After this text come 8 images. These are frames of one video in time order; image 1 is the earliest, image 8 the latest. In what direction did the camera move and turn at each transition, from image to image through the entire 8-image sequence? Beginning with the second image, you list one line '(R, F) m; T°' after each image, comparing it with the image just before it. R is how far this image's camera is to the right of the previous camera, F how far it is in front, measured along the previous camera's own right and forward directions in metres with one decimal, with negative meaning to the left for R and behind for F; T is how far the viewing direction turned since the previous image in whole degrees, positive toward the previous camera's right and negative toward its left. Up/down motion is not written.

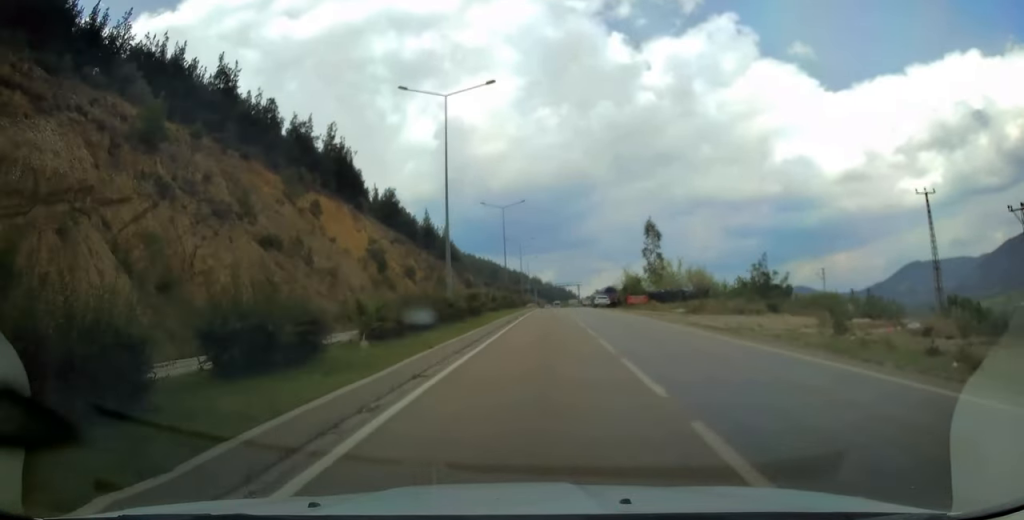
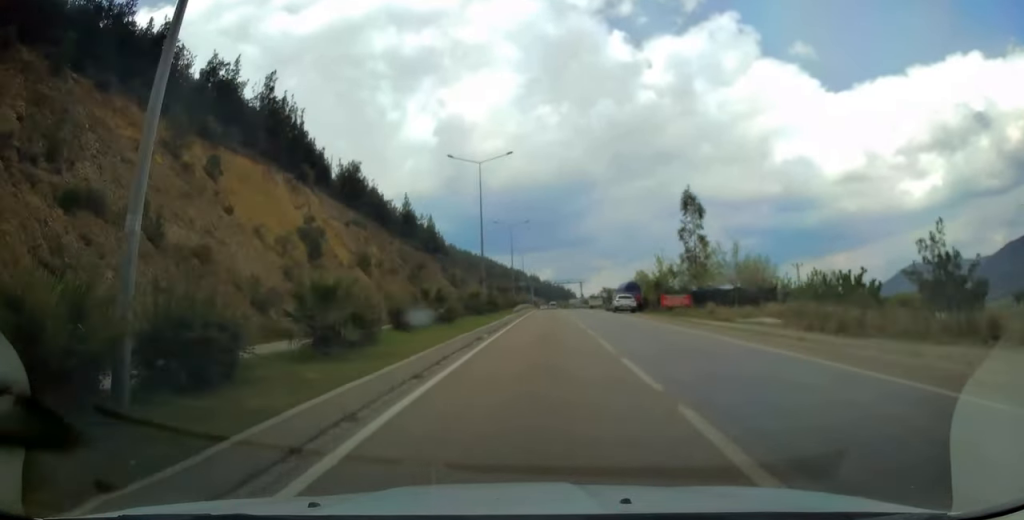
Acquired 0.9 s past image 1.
(0.0, +21.7) m; 0°
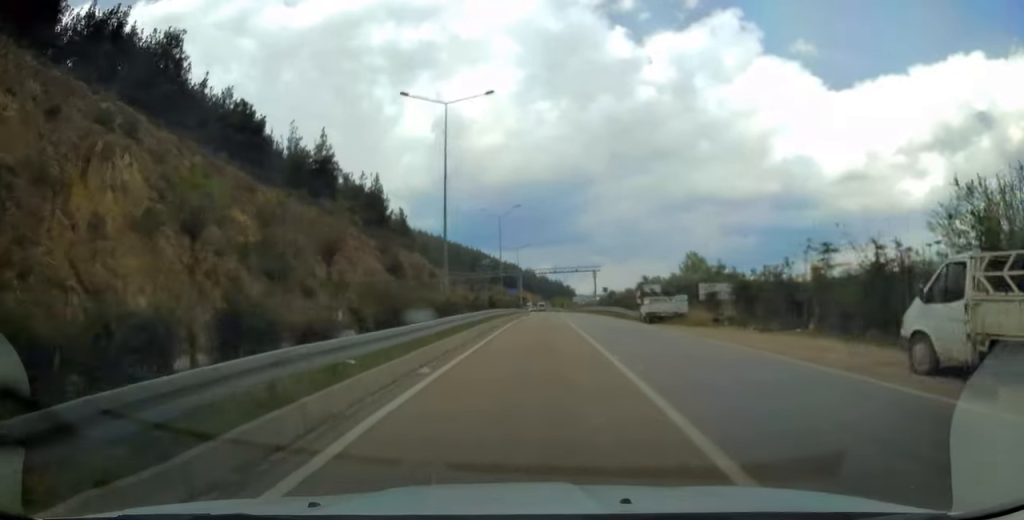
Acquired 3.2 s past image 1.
(+0.4, +52.5) m; 0°
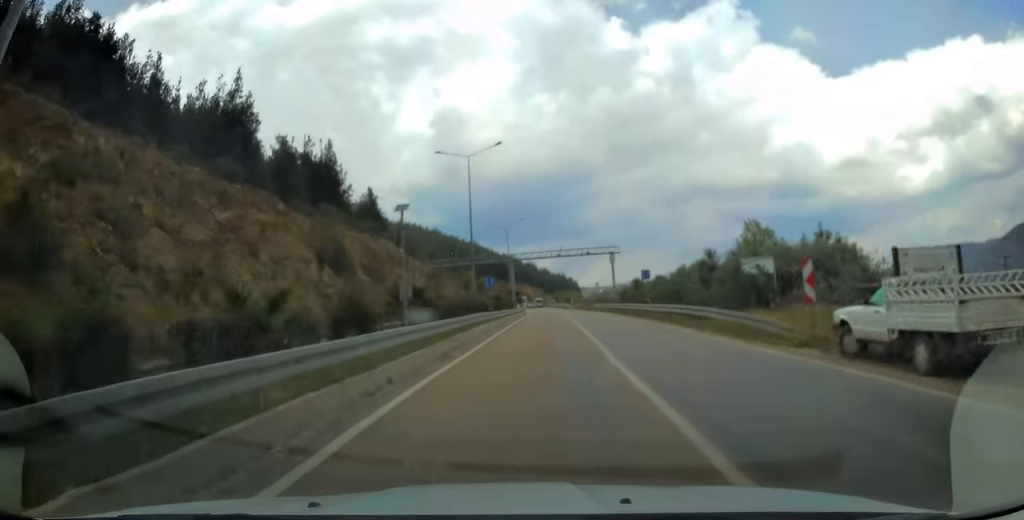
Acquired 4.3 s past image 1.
(-0.2, +26.3) m; 0°
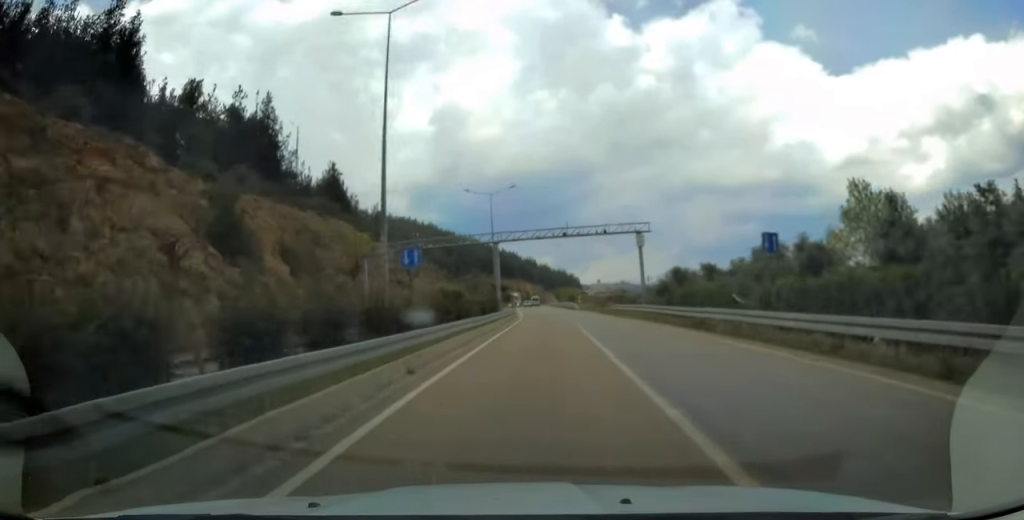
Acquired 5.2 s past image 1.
(+0.1, +22.6) m; 0°
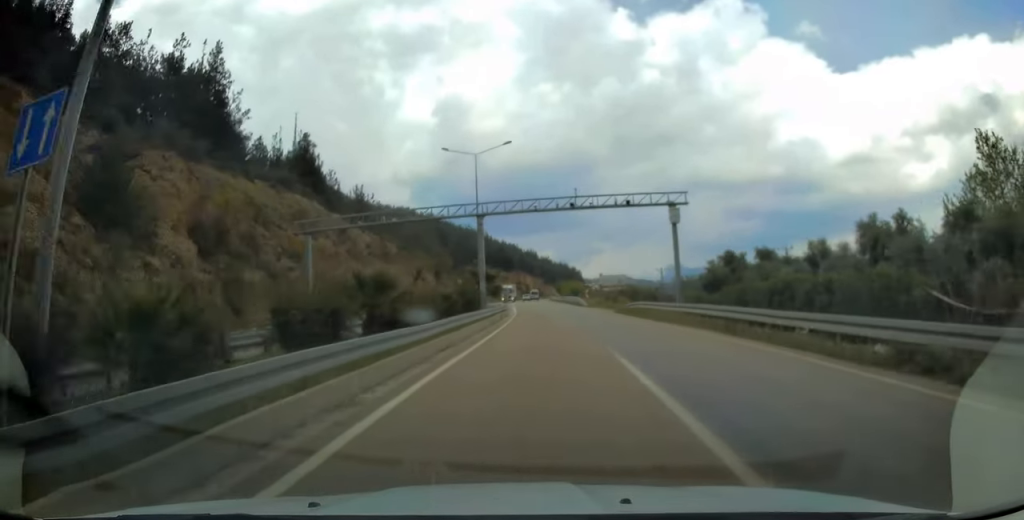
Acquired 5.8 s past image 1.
(0.0, +13.7) m; 0°
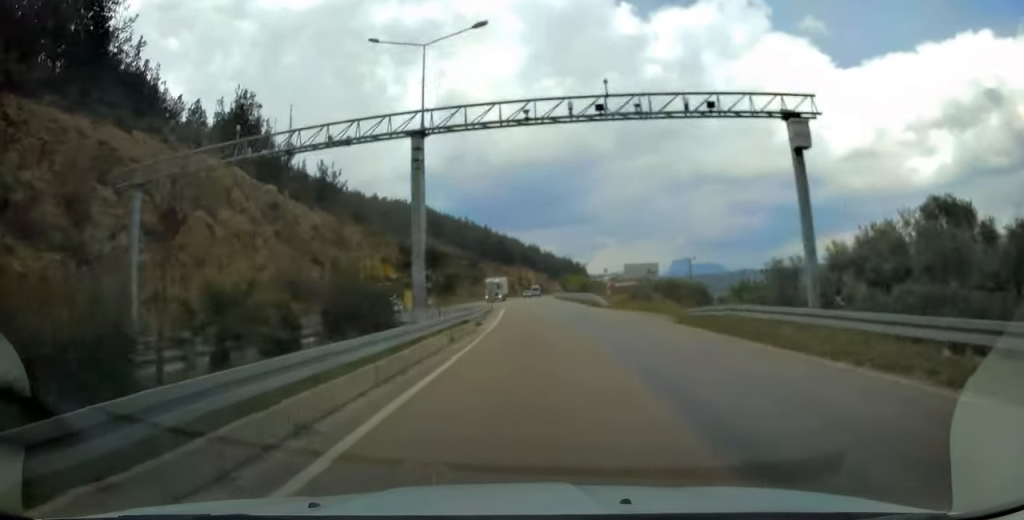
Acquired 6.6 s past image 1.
(-0.1, +20.2) m; -1°
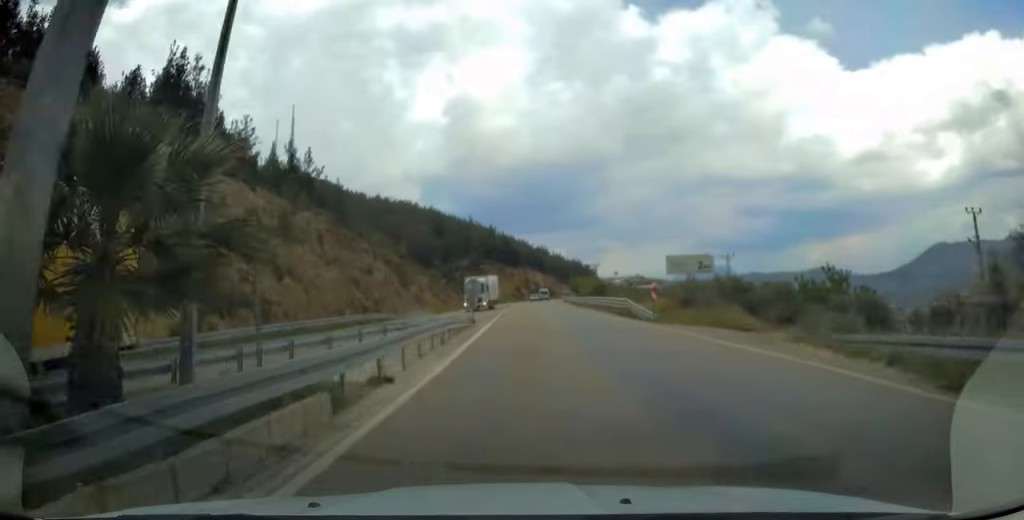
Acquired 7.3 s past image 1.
(-0.1, +15.9) m; -1°
